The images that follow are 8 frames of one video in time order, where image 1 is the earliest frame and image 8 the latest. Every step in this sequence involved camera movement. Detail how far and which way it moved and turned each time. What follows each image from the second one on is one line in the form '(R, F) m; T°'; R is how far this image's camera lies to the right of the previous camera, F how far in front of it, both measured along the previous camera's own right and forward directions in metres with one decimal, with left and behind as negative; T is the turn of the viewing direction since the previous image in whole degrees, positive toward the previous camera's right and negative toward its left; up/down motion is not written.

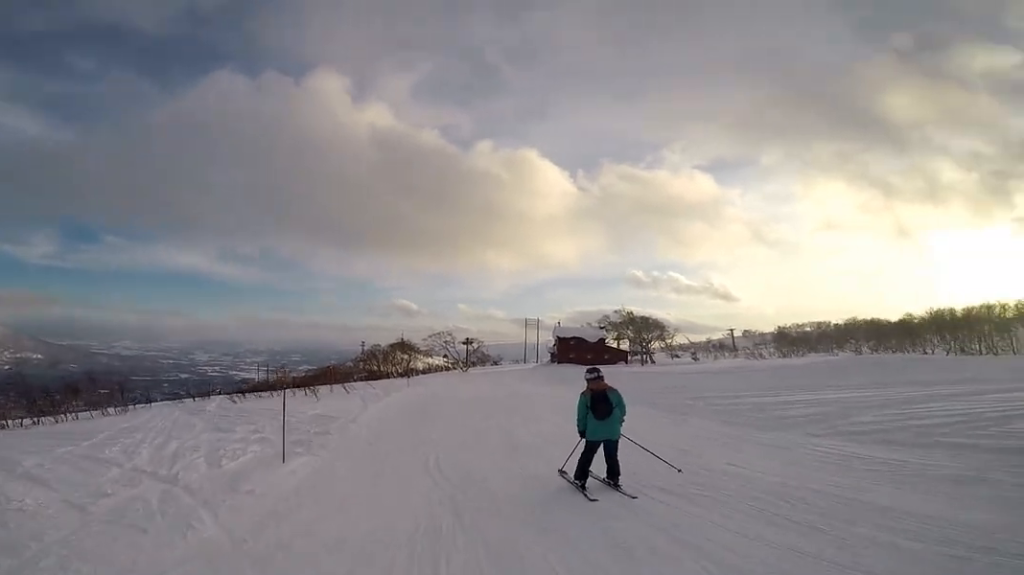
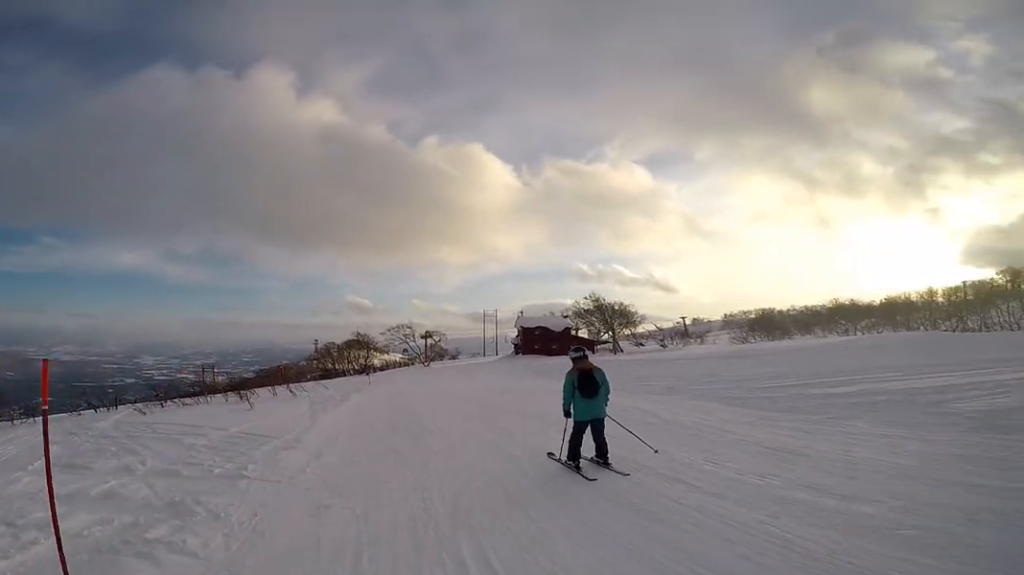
(-0.3, +5.1) m; -2°
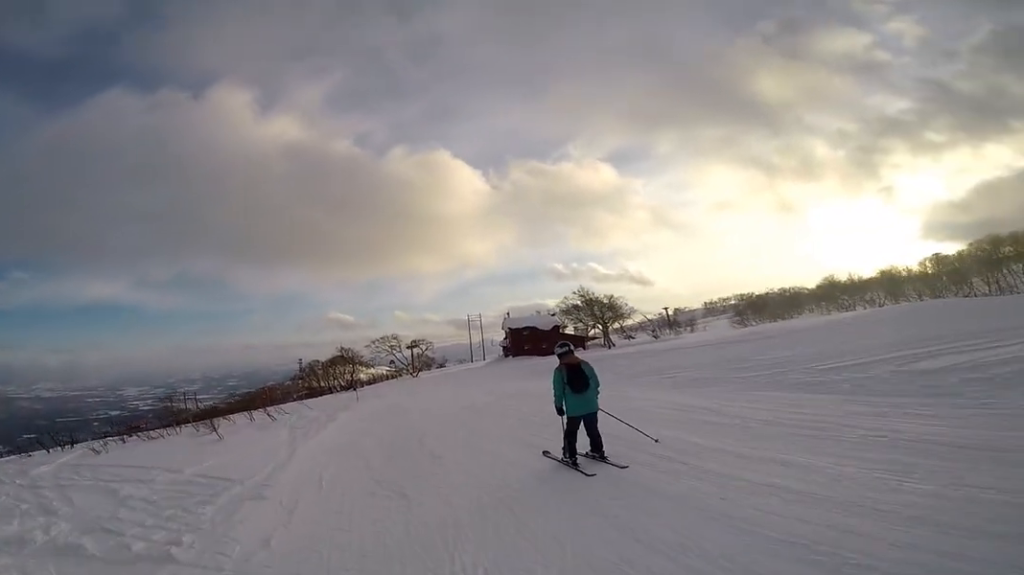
(-0.2, +2.4) m; -1°
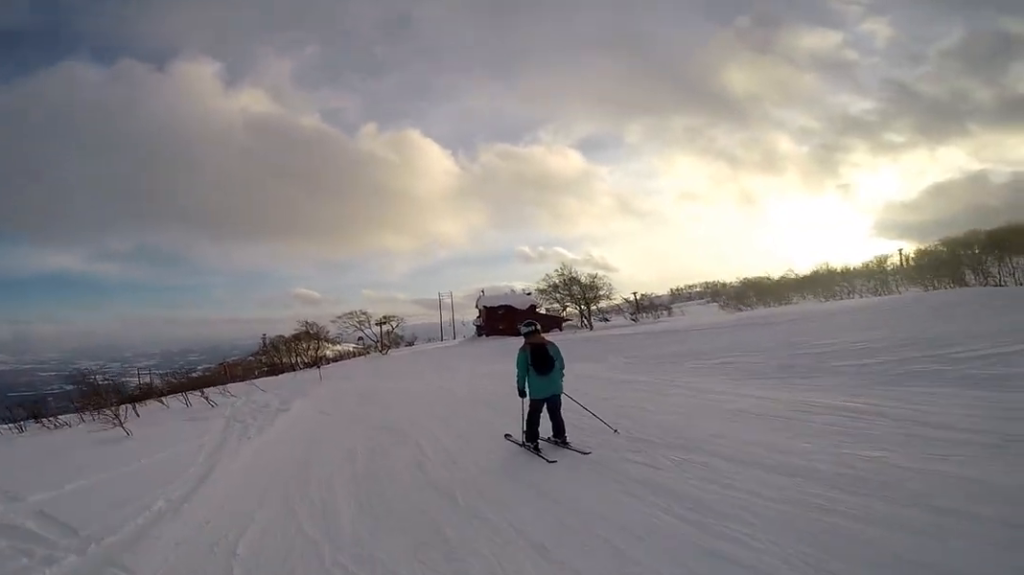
(+0.4, +3.3) m; 0°
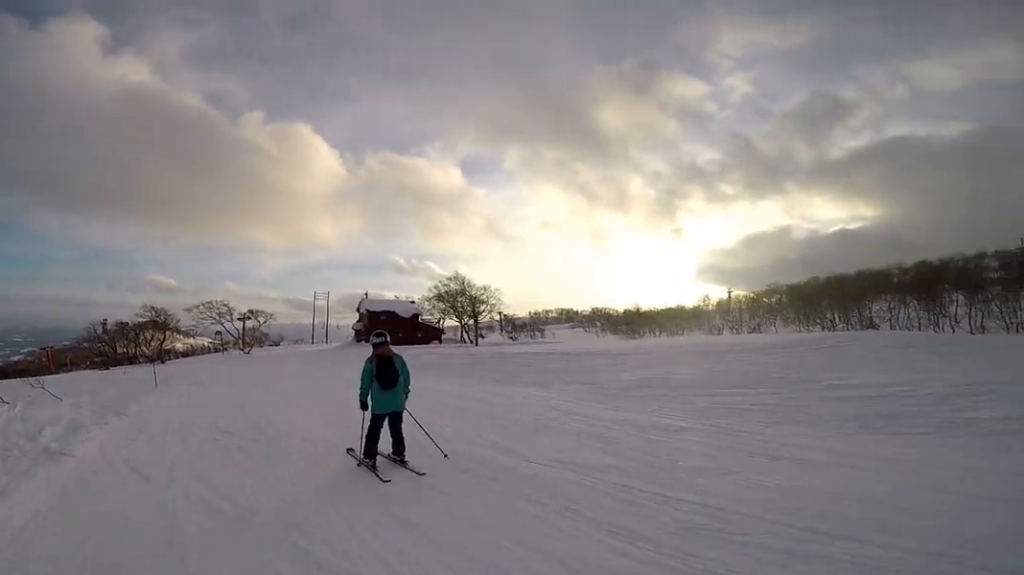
(-0.4, +5.3) m; +1°
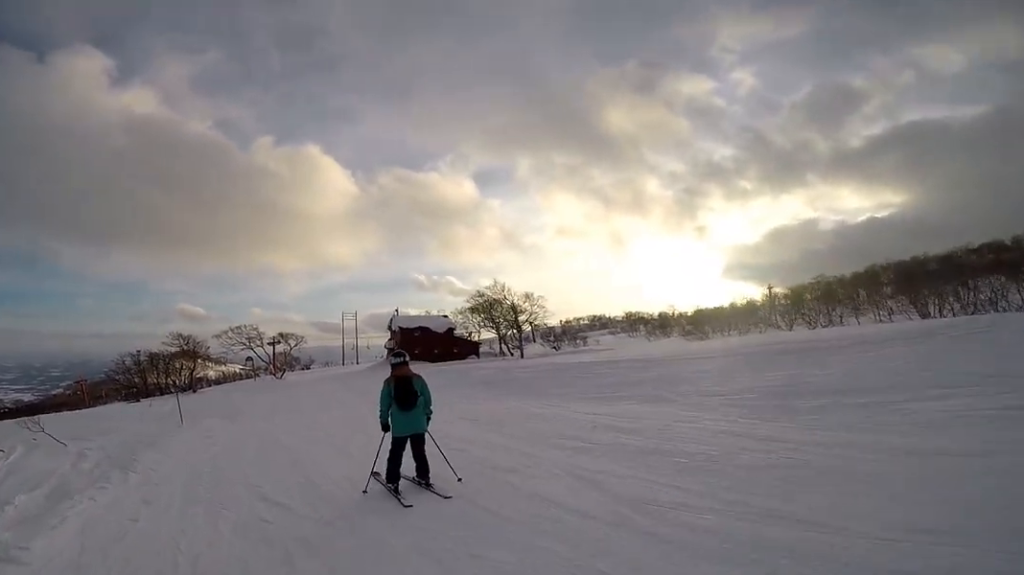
(+0.3, +2.7) m; +6°
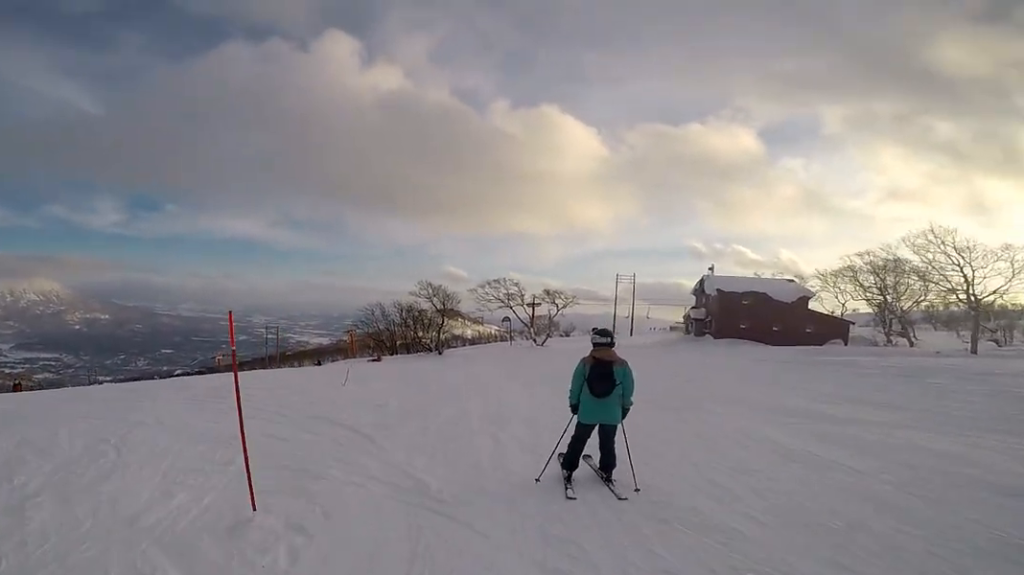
(-0.1, +10.6) m; -20°
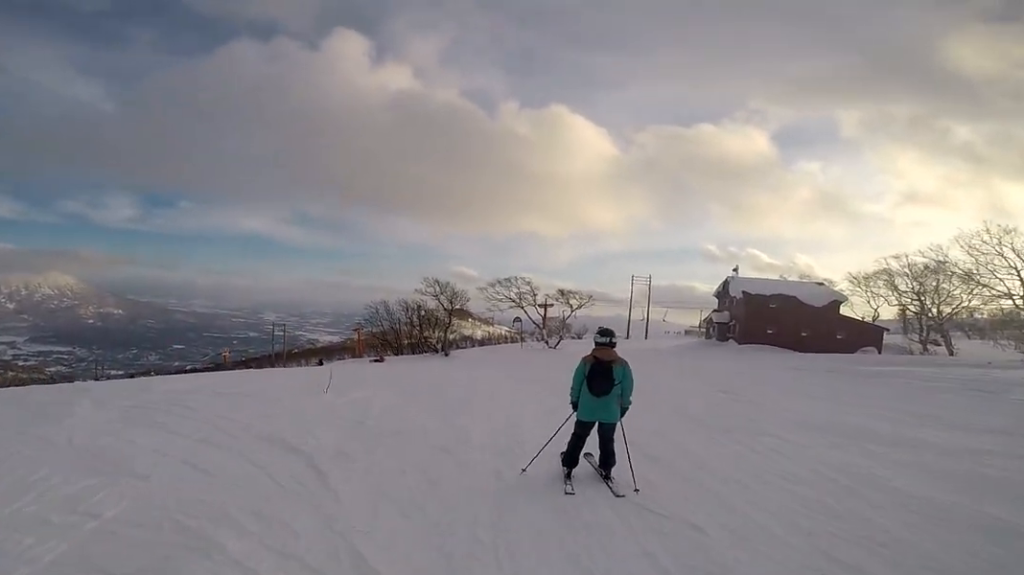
(-0.2, +1.6) m; +6°
